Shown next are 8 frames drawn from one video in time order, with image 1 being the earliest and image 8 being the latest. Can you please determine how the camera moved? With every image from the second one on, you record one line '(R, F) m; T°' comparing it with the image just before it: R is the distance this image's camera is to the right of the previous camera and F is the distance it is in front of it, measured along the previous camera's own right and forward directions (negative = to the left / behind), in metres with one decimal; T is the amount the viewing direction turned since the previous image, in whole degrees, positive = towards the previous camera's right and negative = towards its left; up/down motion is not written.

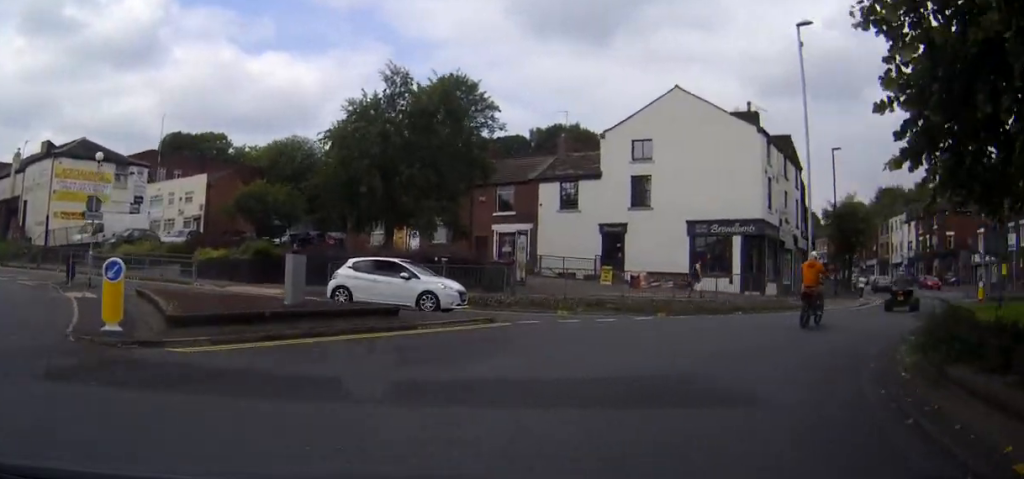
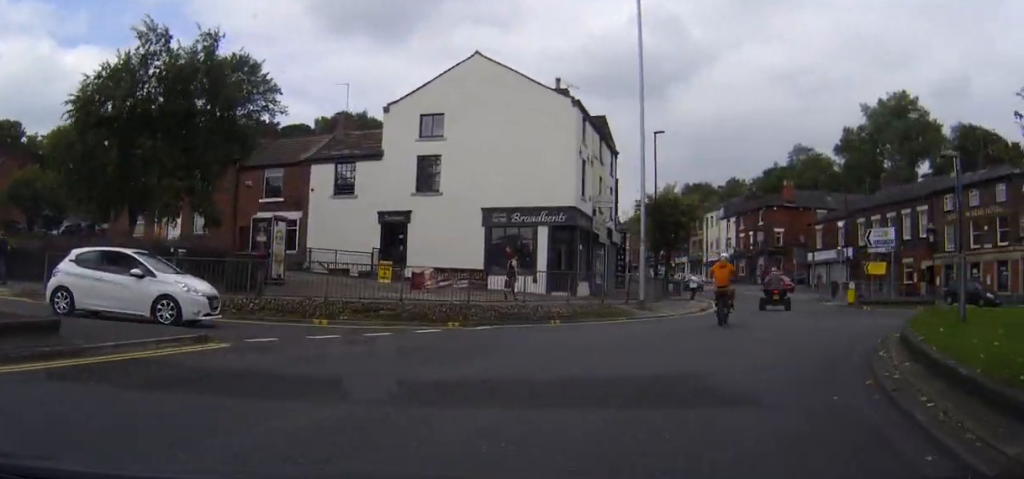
(+0.2, +2.7) m; +30°
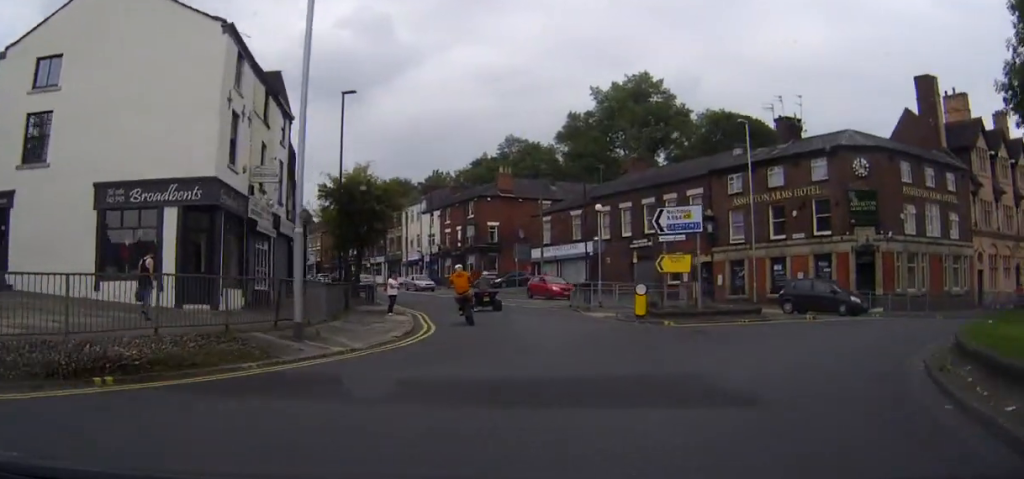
(+2.3, +3.2) m; +55°
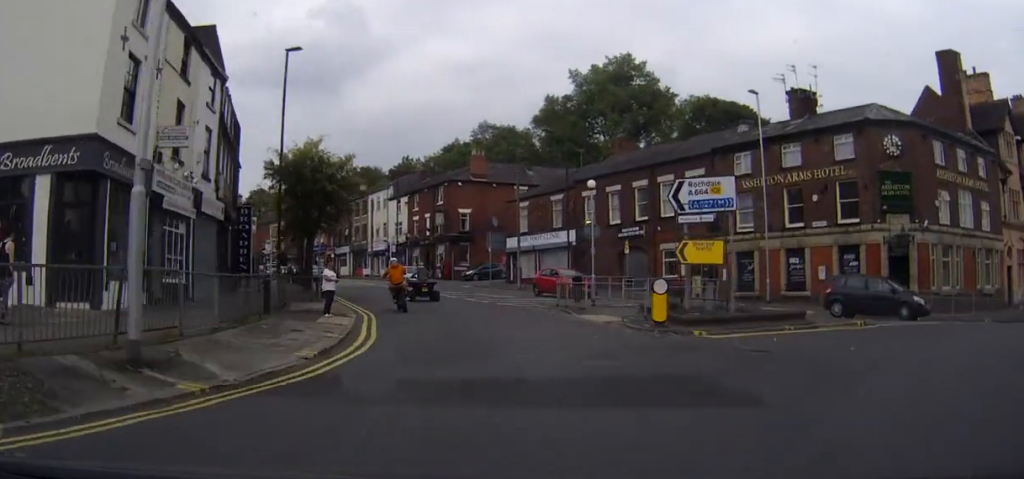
(+1.1, +3.6) m; +15°
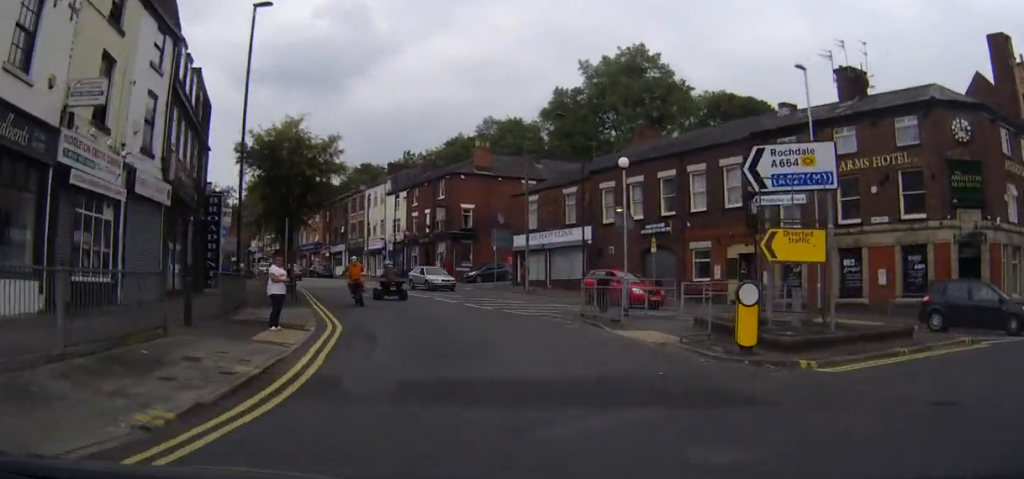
(0.0, +4.4) m; -1°
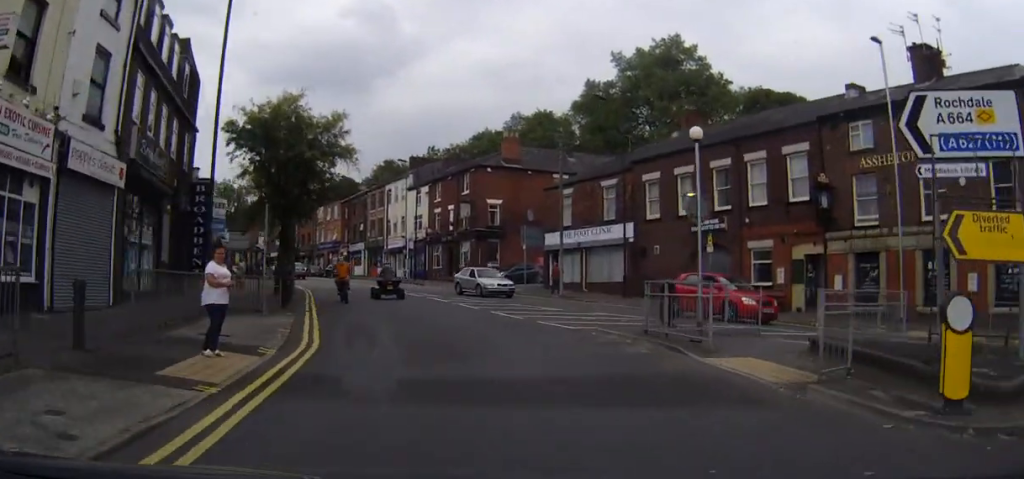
(0.0, +3.9) m; -1°
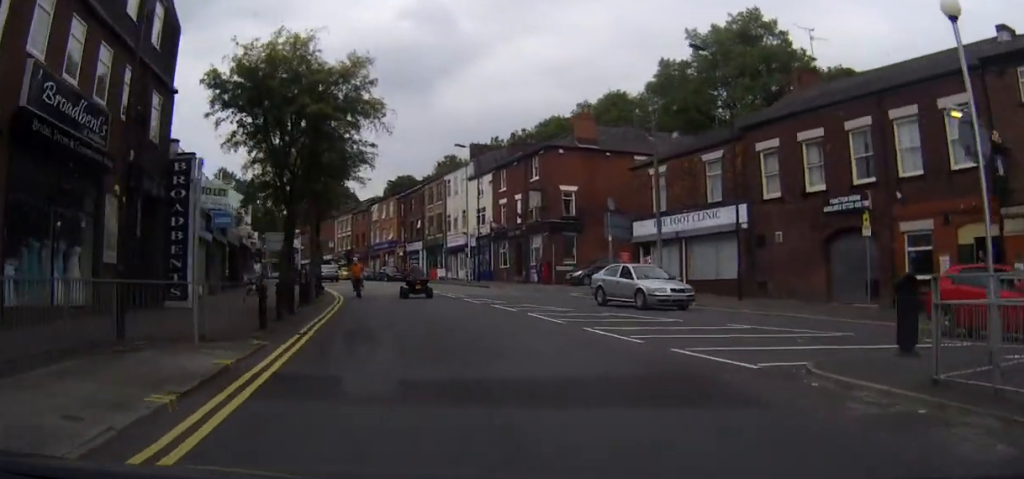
(-0.2, +7.4) m; -4°
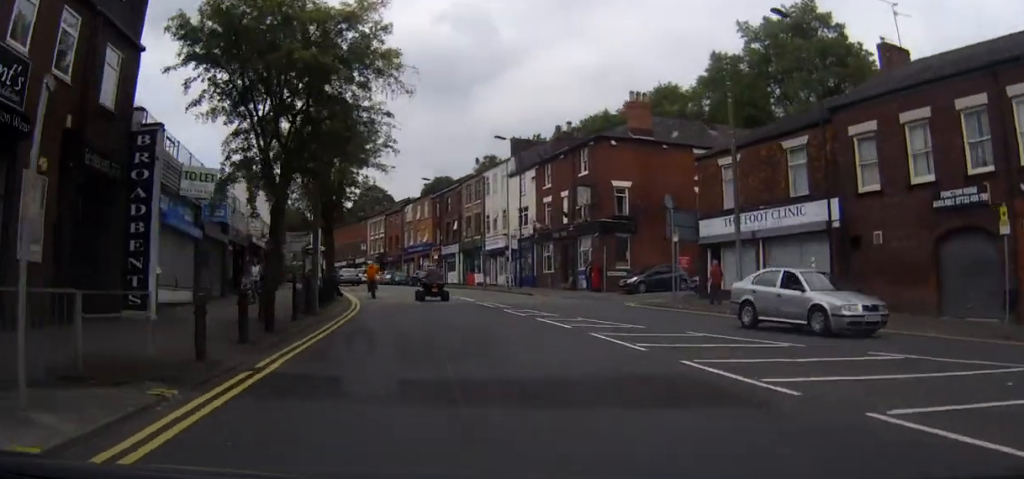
(-0.1, +4.8) m; -2°
